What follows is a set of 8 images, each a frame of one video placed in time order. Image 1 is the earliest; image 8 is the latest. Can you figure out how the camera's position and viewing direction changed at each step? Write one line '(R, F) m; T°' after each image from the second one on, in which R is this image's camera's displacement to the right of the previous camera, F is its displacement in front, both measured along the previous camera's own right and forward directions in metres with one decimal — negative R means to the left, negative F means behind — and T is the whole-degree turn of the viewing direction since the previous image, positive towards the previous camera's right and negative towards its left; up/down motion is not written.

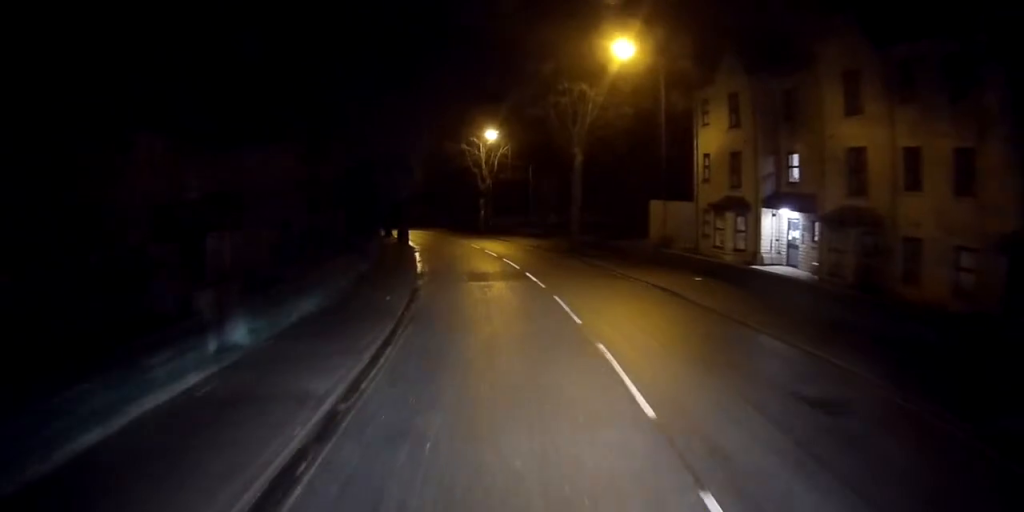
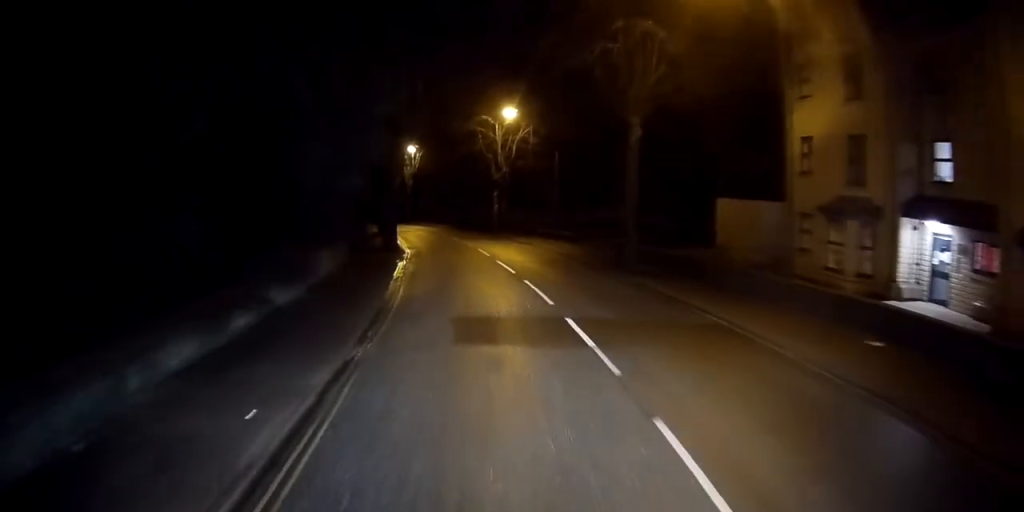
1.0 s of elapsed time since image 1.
(+0.2, +10.2) m; -2°
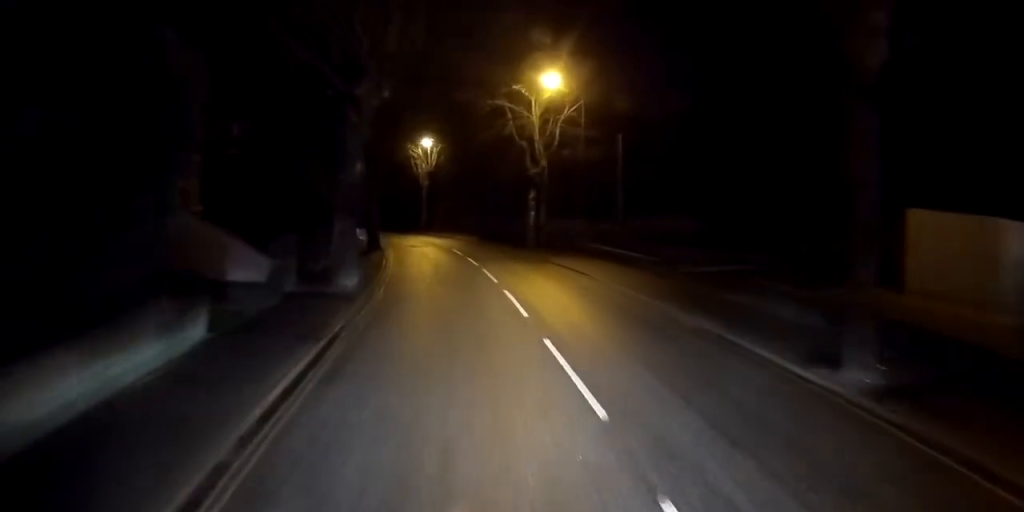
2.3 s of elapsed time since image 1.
(-0.7, +14.2) m; -3°
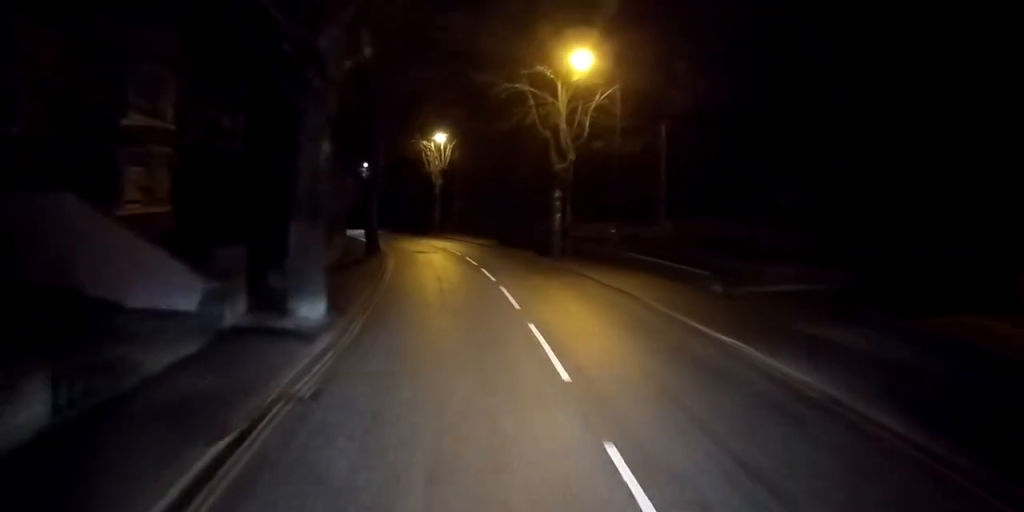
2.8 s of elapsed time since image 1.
(0.0, +5.0) m; 0°
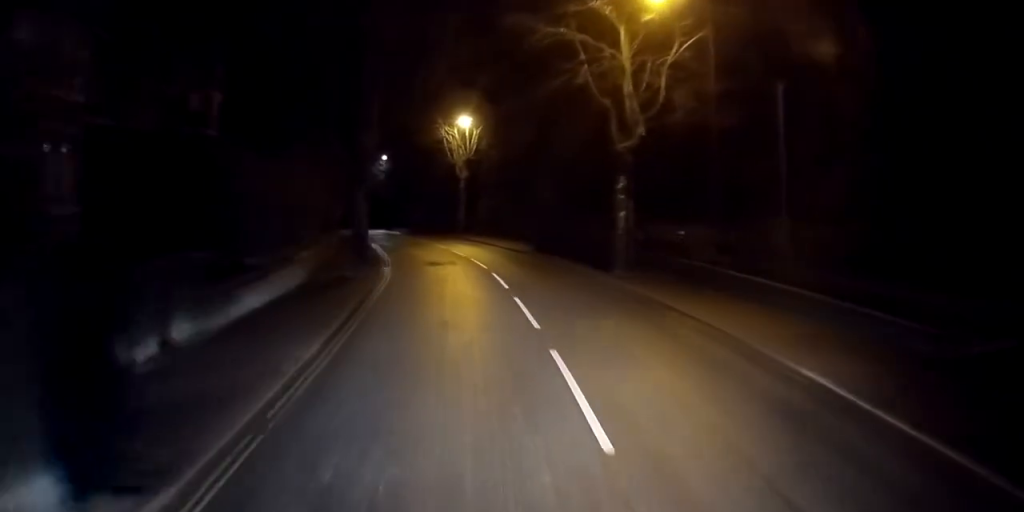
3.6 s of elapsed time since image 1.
(0.0, +8.9) m; -2°
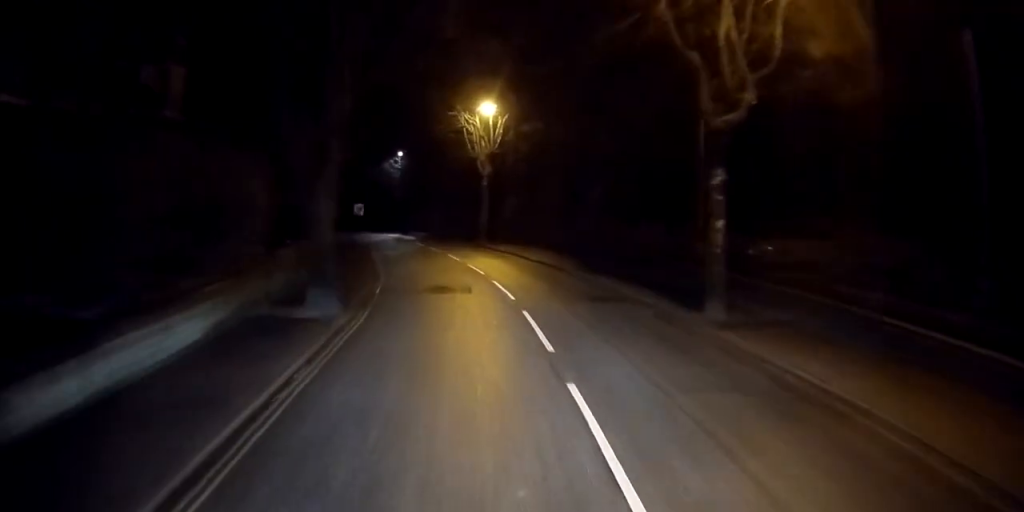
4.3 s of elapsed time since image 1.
(-0.1, +7.5) m; -3°
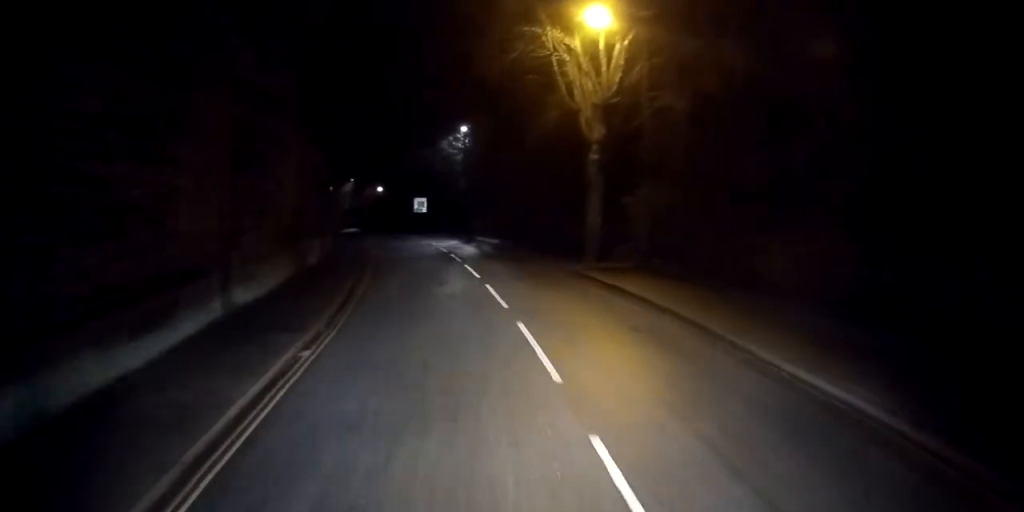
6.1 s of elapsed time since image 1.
(-2.5, +19.6) m; -12°
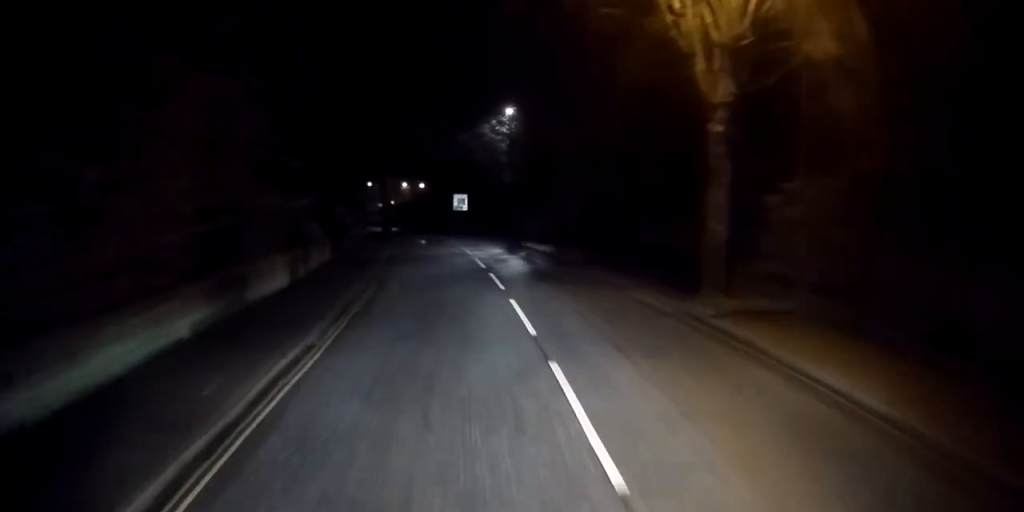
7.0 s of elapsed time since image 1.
(-0.1, +9.2) m; 0°
